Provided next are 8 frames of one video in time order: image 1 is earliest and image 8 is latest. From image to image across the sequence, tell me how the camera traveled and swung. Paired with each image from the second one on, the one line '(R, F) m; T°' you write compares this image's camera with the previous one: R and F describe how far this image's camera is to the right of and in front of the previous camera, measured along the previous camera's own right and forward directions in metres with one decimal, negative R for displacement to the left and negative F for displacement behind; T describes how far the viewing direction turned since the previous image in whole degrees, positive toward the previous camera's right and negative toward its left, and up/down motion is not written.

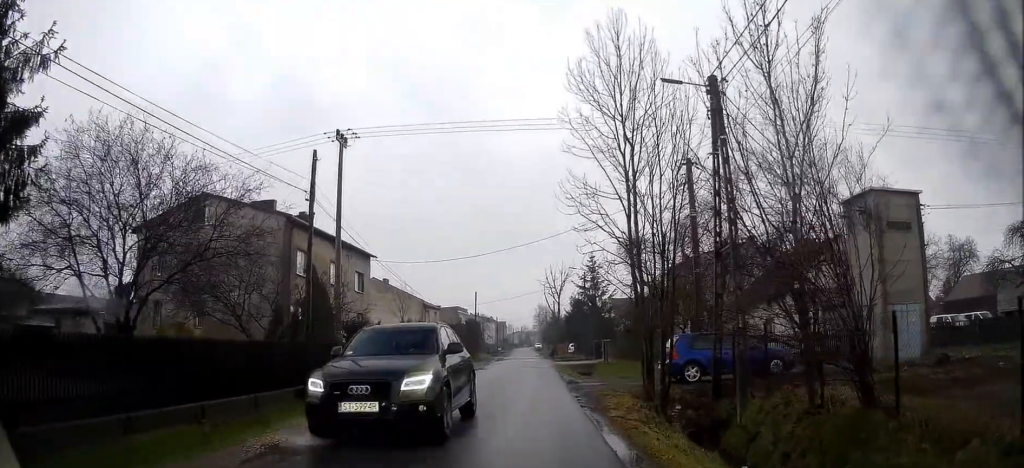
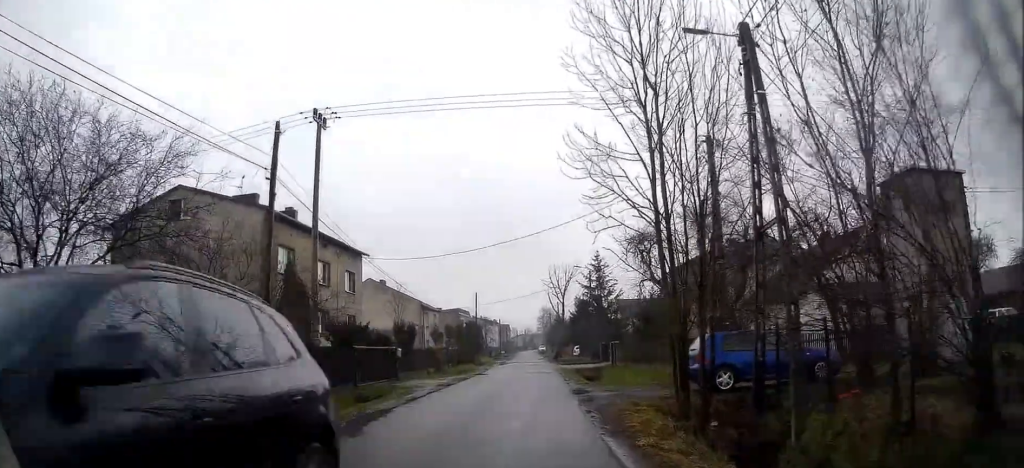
(0.0, +3.5) m; -2°
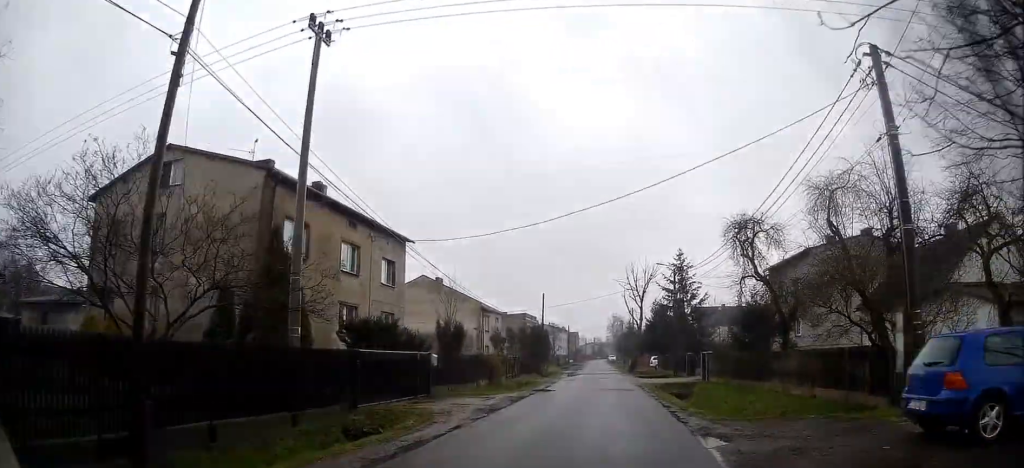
(-0.6, +8.3) m; -5°
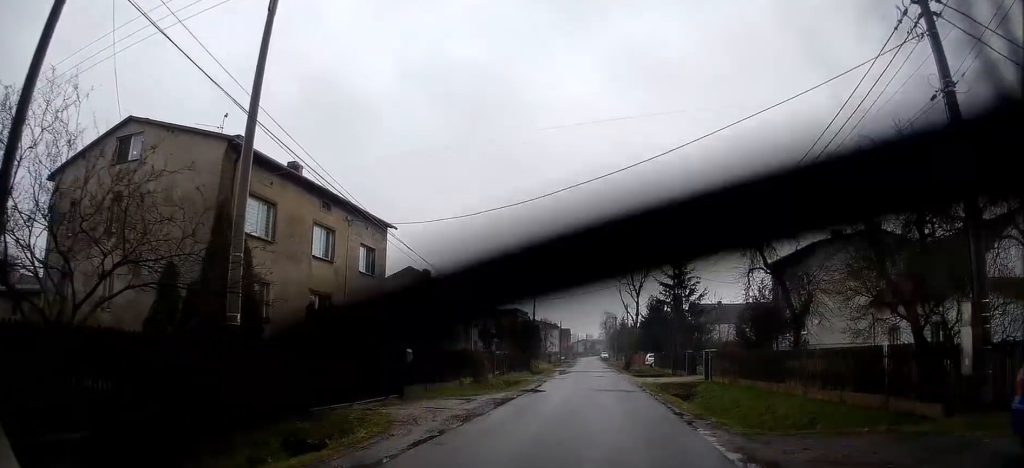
(0.0, +2.6) m; +1°
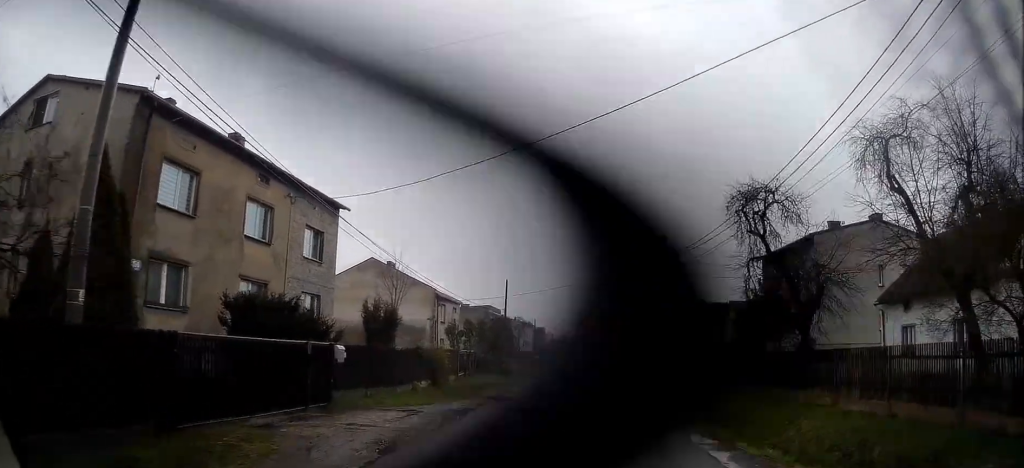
(0.0, +3.5) m; +1°
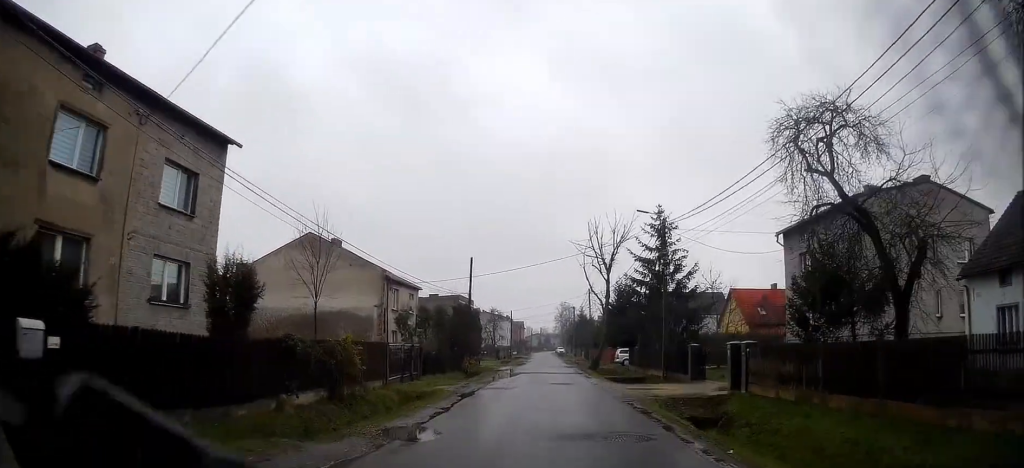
(+0.1, +8.3) m; +2°
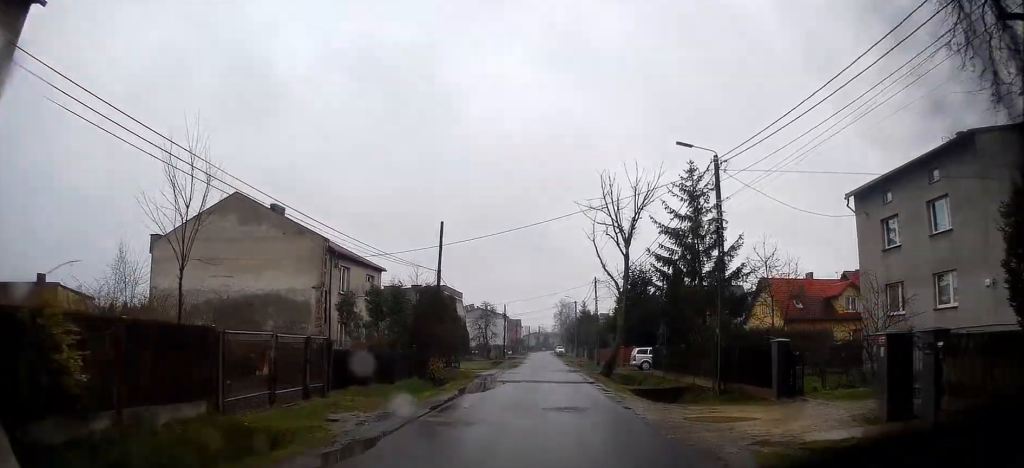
(+0.1, +9.7) m; +1°
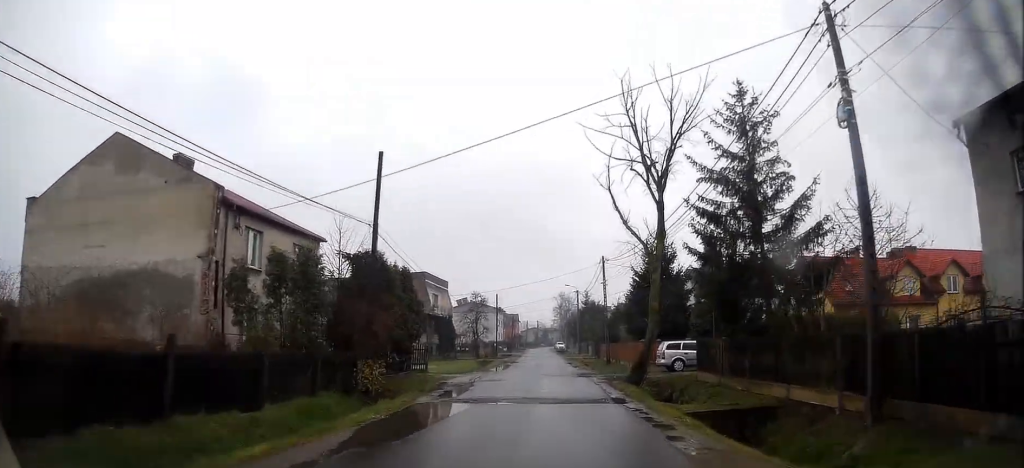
(0.0, +9.8) m; 0°
